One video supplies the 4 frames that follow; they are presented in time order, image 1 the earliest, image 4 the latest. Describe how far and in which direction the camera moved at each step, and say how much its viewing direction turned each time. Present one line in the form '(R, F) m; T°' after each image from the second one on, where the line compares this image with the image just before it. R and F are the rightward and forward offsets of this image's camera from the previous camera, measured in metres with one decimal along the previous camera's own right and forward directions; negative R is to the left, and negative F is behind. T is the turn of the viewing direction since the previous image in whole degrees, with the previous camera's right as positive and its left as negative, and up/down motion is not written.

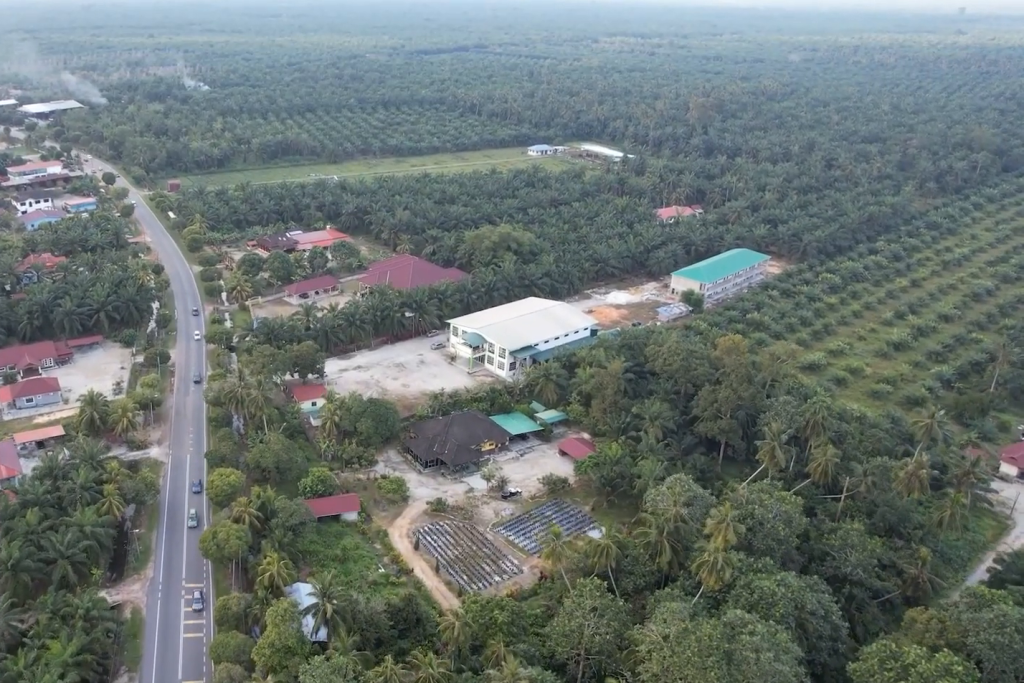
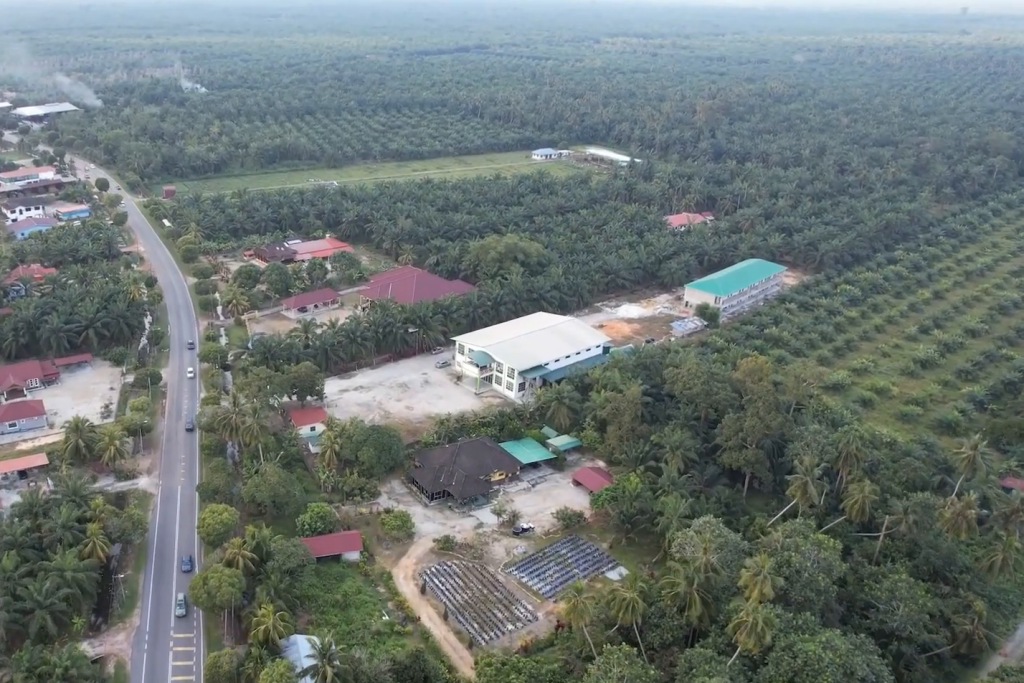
(0.0, +12.1) m; 0°
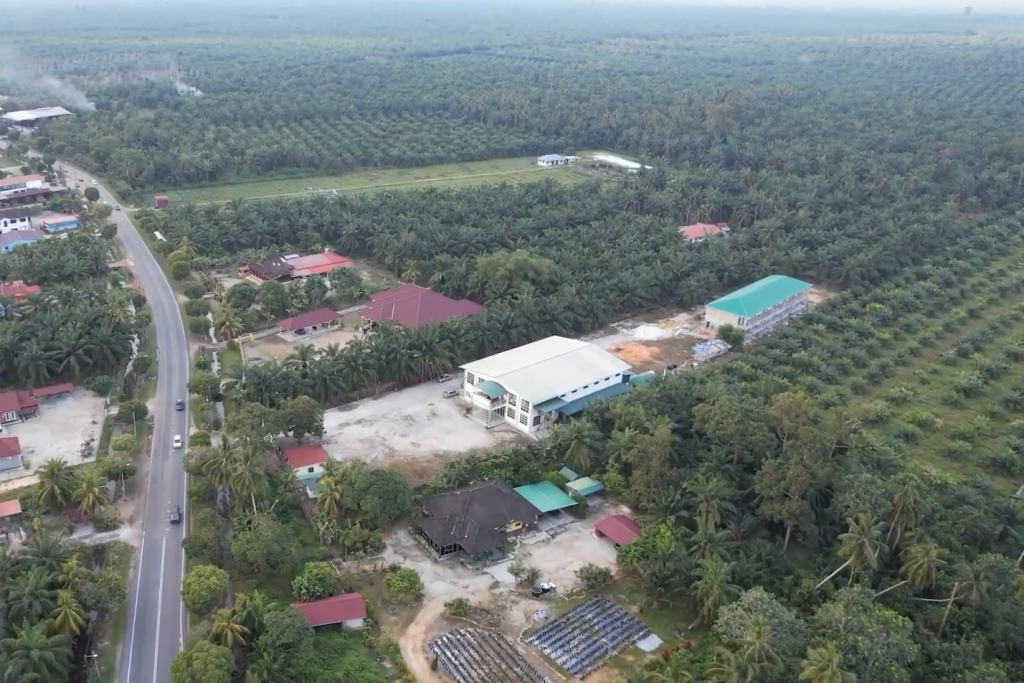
(0.0, +17.5) m; 0°
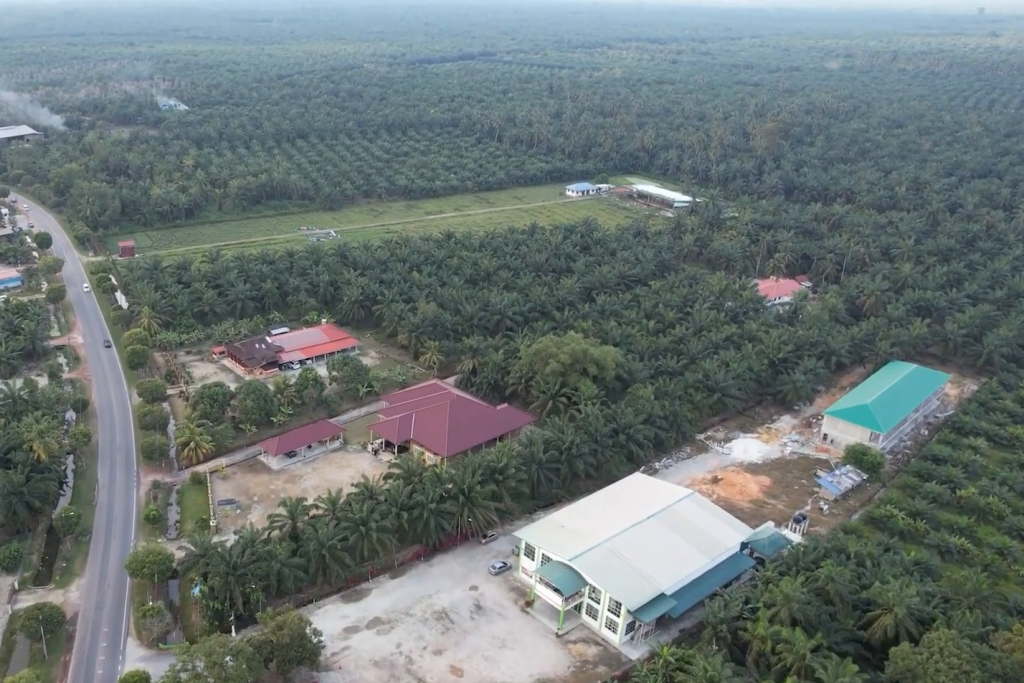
(0.0, +68.0) m; 0°
